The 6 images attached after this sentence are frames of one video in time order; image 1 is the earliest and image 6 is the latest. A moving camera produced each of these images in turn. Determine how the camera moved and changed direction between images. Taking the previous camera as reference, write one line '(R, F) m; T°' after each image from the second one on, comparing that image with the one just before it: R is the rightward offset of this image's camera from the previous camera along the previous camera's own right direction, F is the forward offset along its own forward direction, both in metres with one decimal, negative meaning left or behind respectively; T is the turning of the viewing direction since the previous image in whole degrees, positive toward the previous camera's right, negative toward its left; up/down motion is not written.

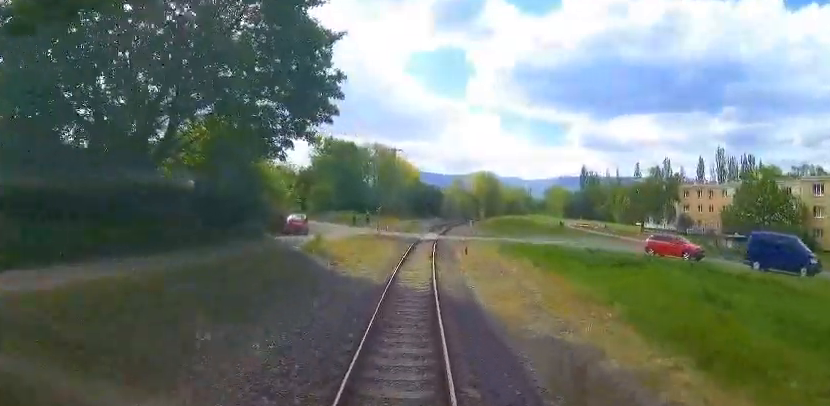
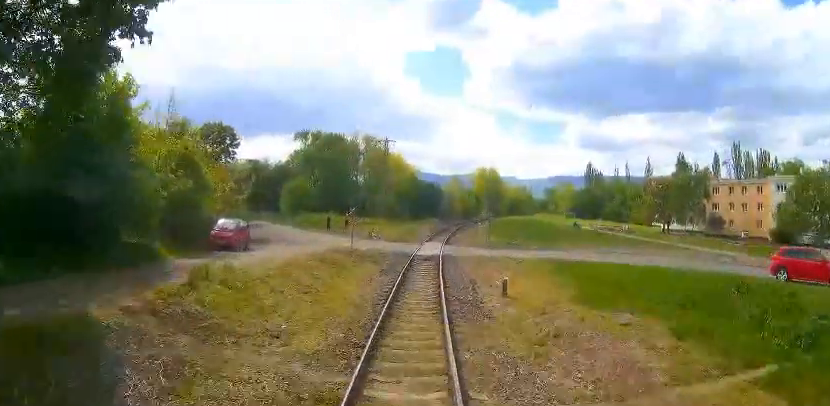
(-0.3, +12.4) m; -1°
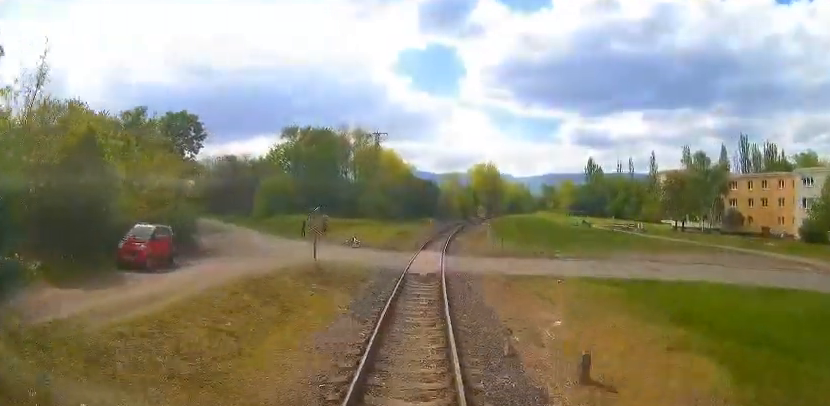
(-0.2, +7.3) m; +1°
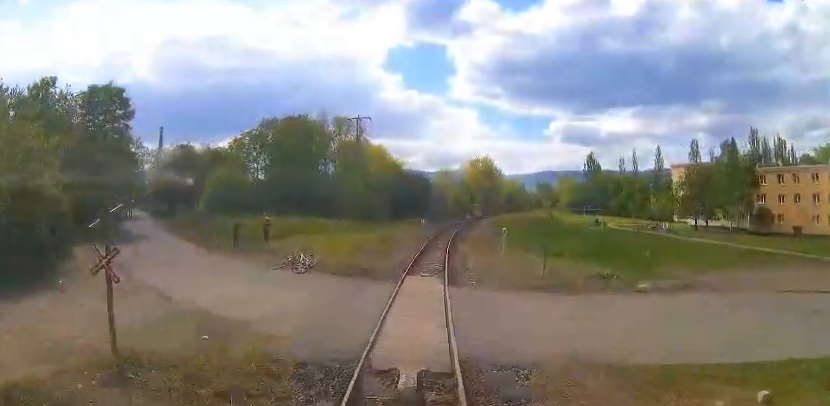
(+0.4, +10.7) m; +4°
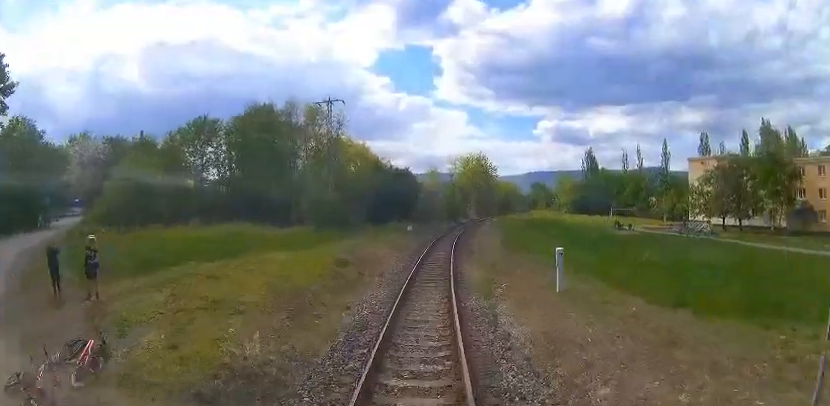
(+0.5, +11.9) m; +2°
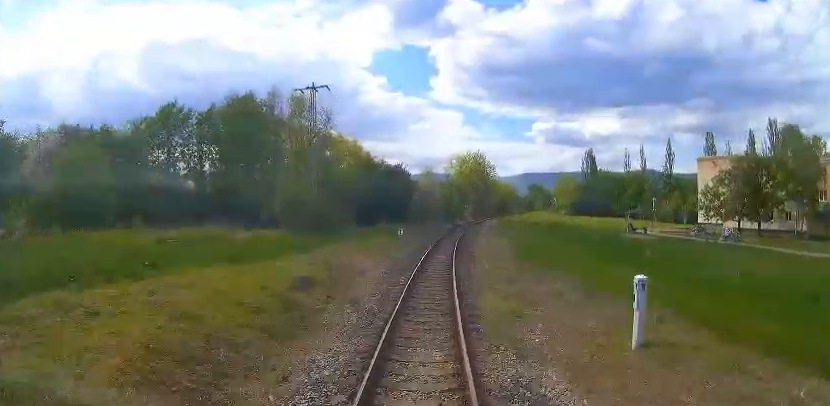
(0.0, +5.6) m; 0°
